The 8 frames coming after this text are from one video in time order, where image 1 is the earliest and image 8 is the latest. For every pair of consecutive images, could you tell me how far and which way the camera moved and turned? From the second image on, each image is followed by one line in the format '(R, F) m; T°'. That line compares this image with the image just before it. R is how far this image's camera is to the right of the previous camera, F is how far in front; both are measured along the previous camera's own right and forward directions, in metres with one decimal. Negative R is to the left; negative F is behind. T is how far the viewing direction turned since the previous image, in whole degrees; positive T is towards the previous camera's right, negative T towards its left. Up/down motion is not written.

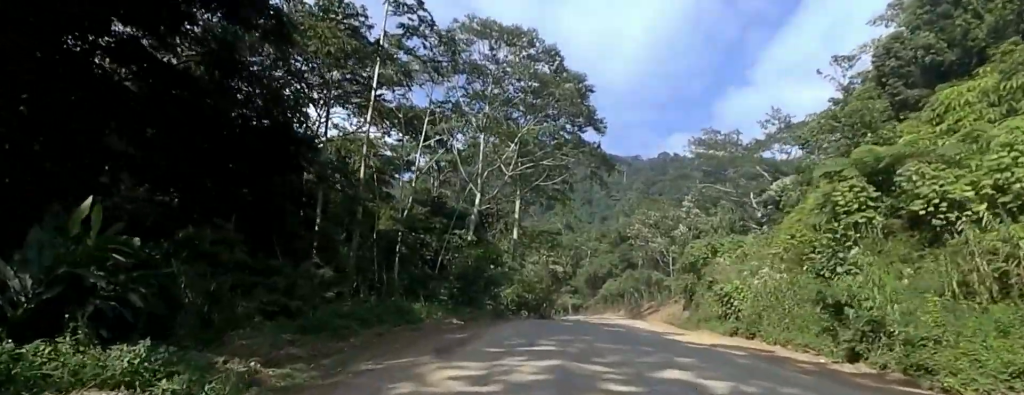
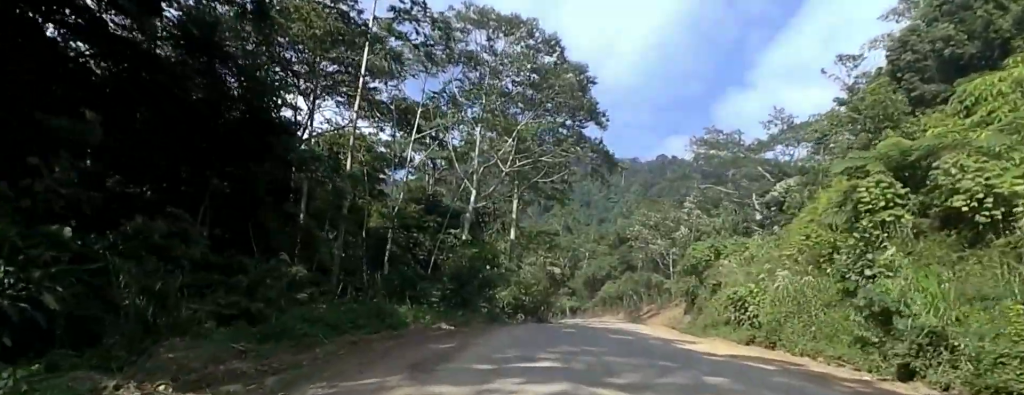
(-0.3, +2.2) m; -1°
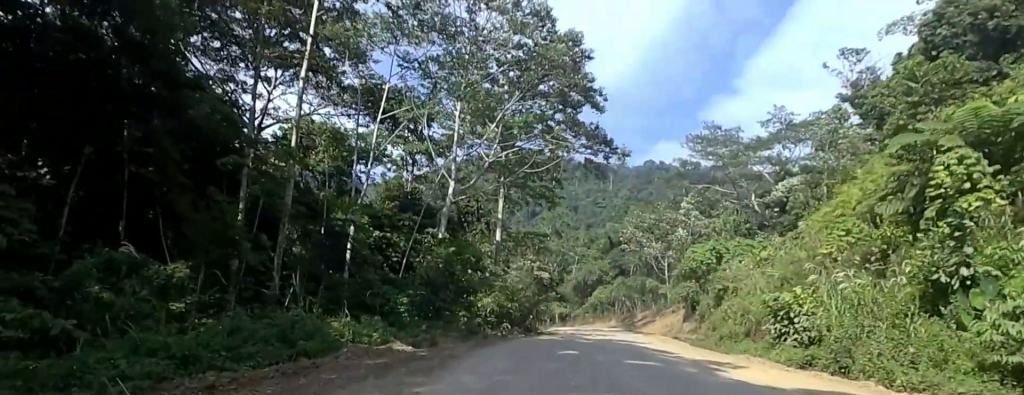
(+0.9, +5.4) m; +12°
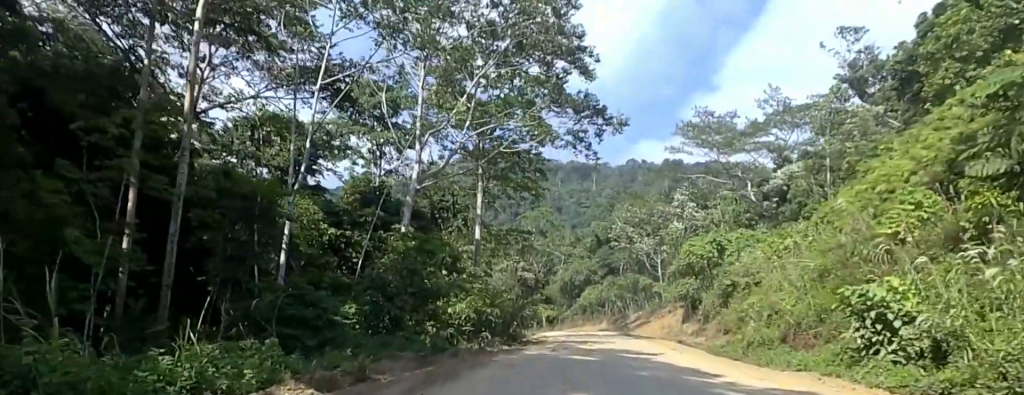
(+0.1, +6.3) m; -5°
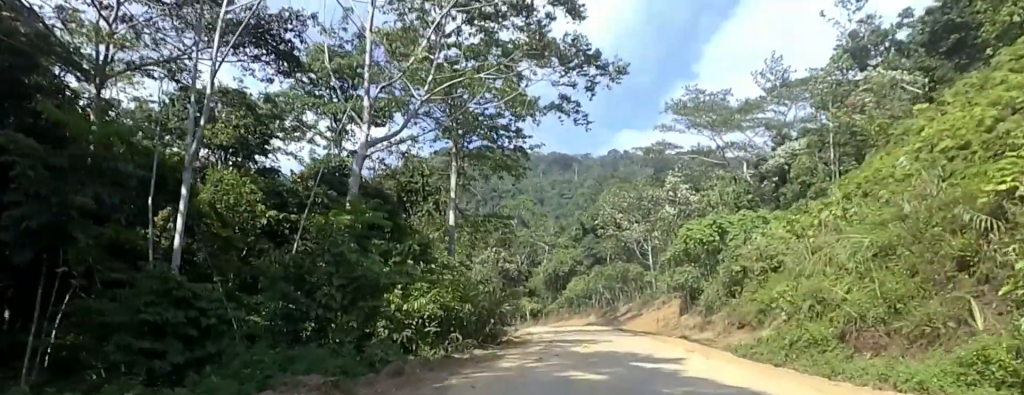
(-0.6, +6.2) m; -6°
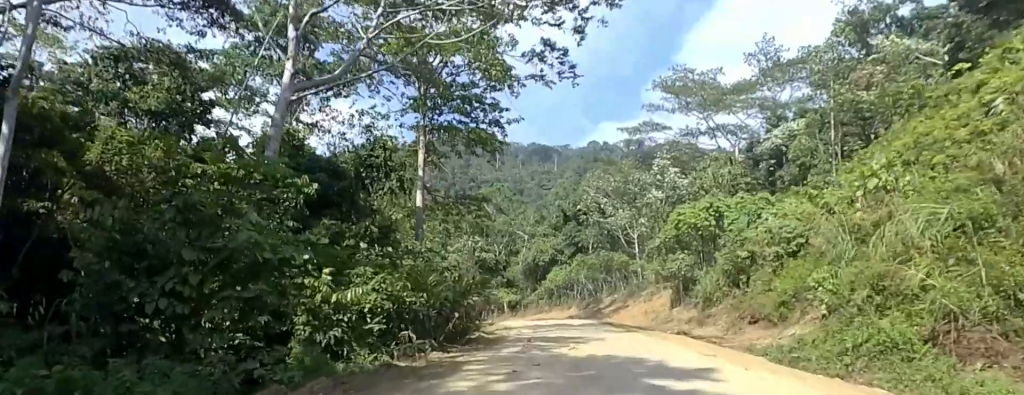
(0.0, +5.8) m; -4°
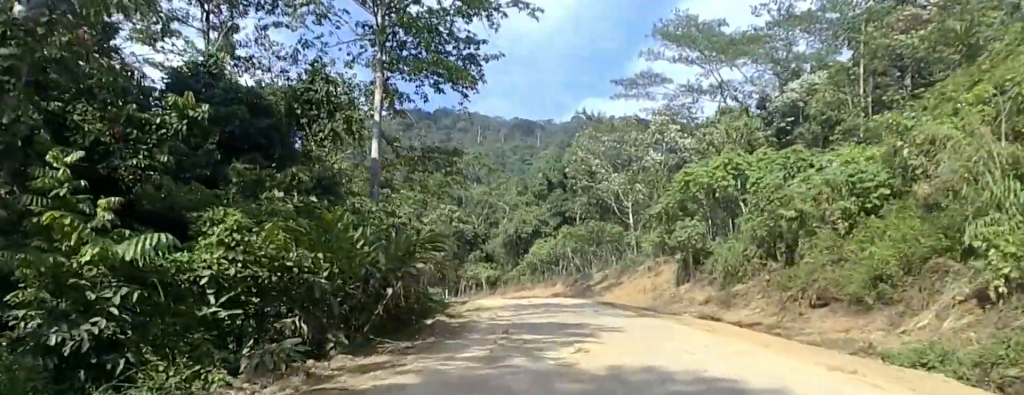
(+0.3, +9.3) m; +8°
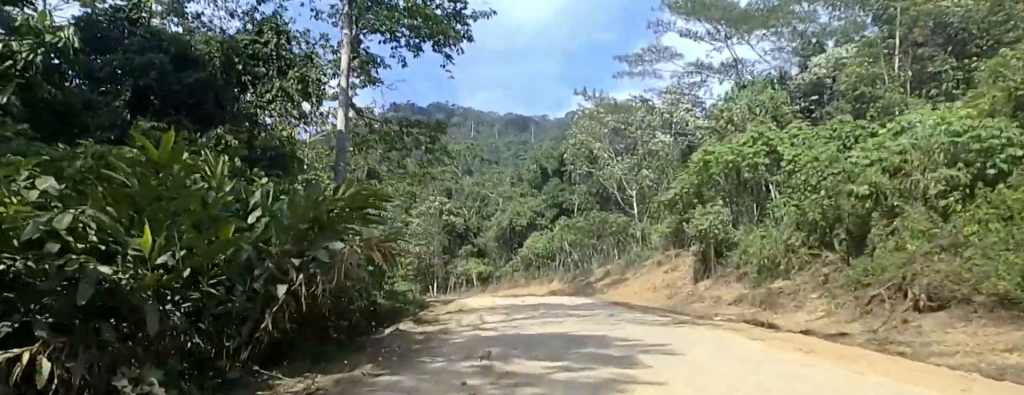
(+0.6, +6.8) m; 0°
